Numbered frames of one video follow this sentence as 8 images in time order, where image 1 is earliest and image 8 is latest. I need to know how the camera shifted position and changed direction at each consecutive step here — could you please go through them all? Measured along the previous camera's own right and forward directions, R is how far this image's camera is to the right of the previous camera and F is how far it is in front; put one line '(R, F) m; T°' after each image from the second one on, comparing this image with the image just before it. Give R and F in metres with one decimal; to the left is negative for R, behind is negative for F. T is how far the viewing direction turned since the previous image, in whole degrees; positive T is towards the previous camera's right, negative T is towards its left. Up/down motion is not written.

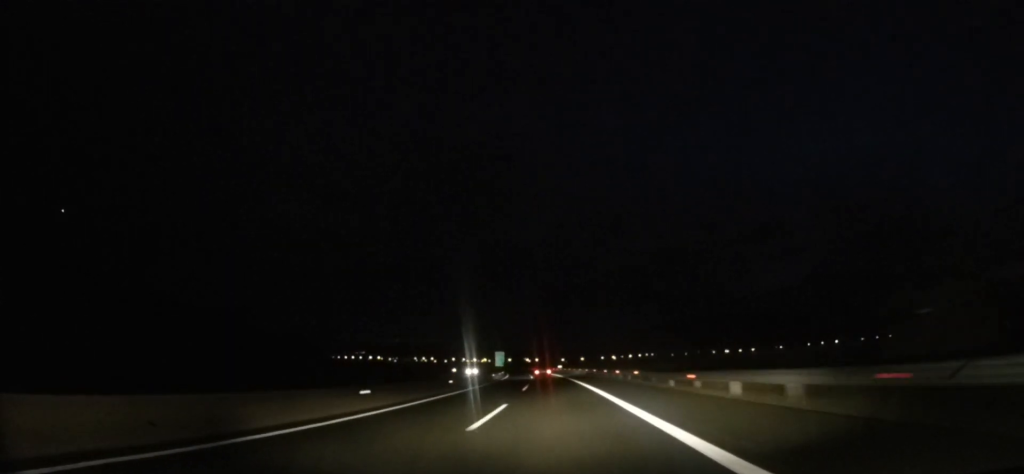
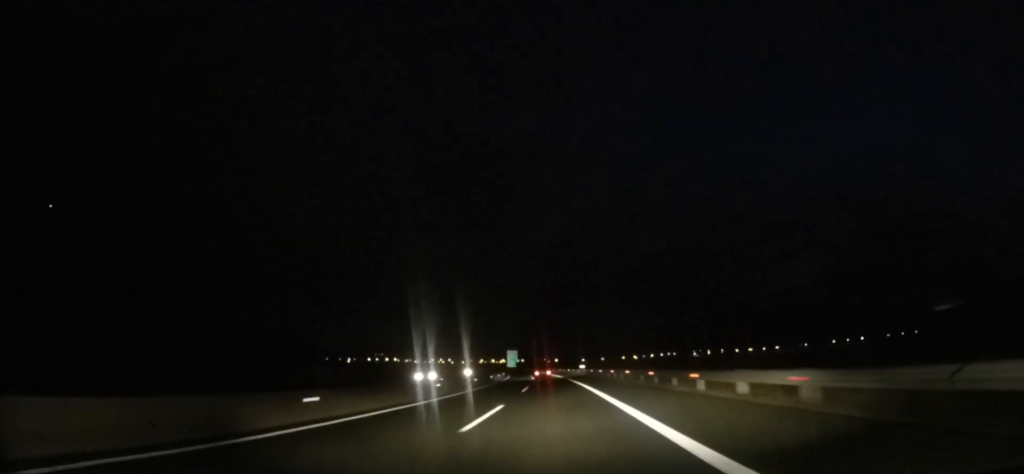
(0.0, +27.3) m; 0°
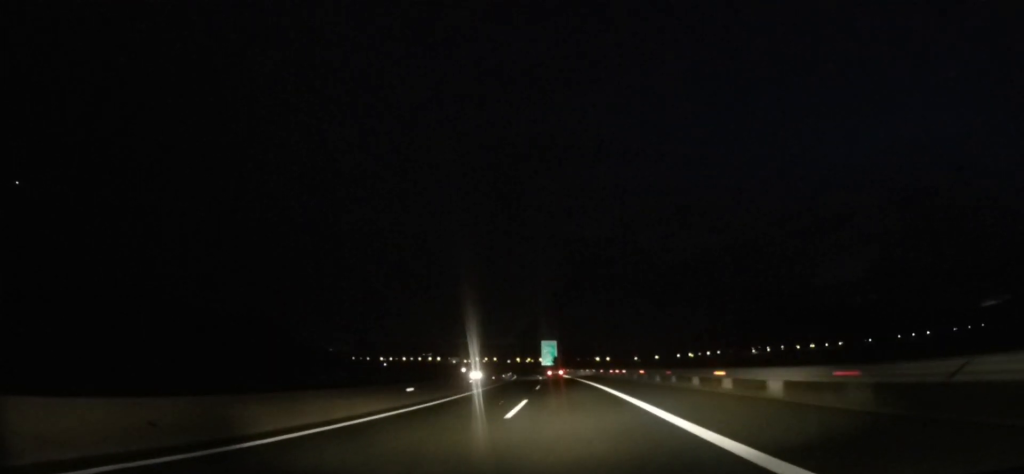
(0.0, +102.6) m; 0°
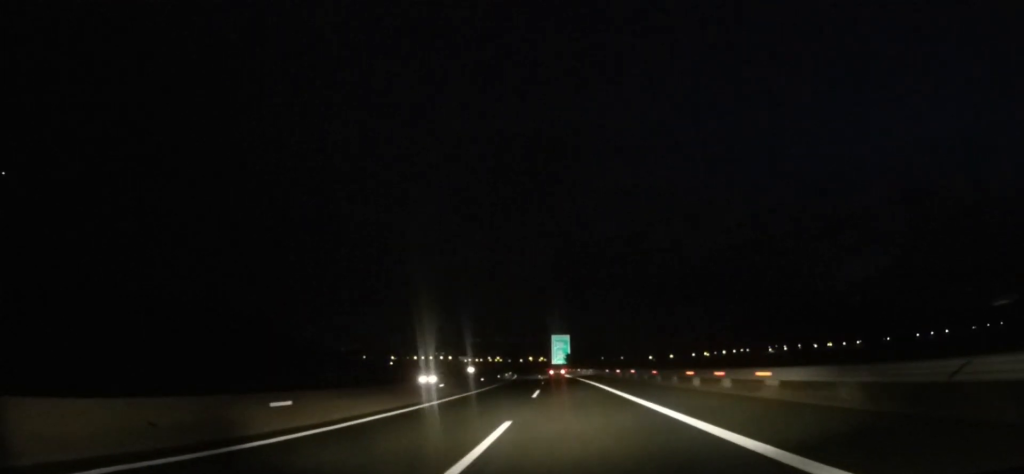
(0.0, +34.8) m; 0°
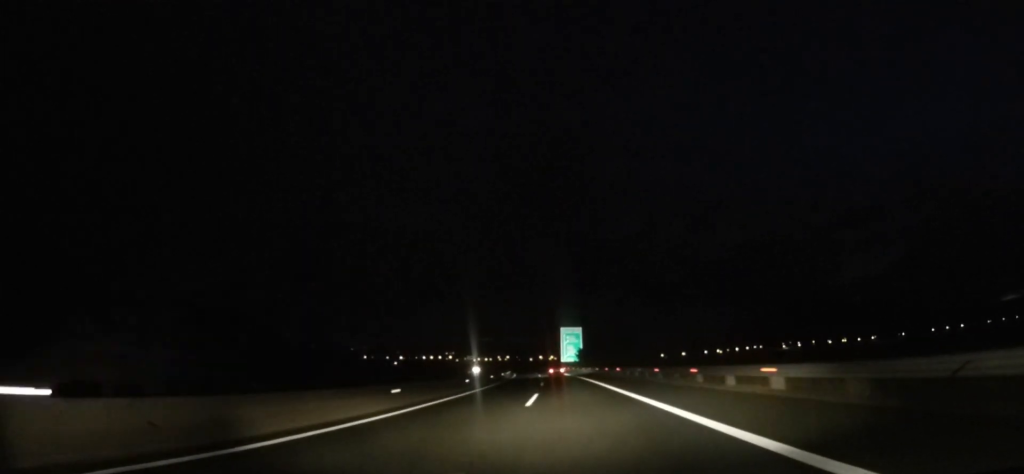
(0.0, +32.3) m; -1°
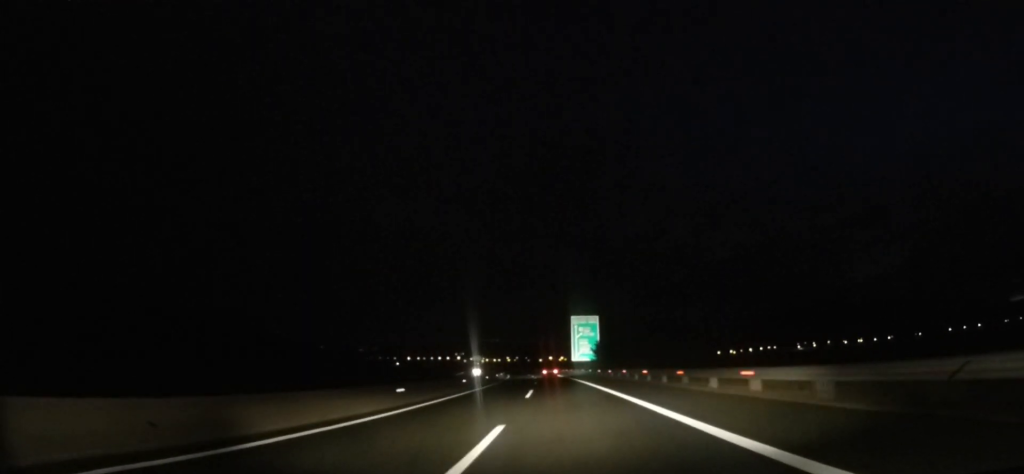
(+0.9, +42.1) m; -2°
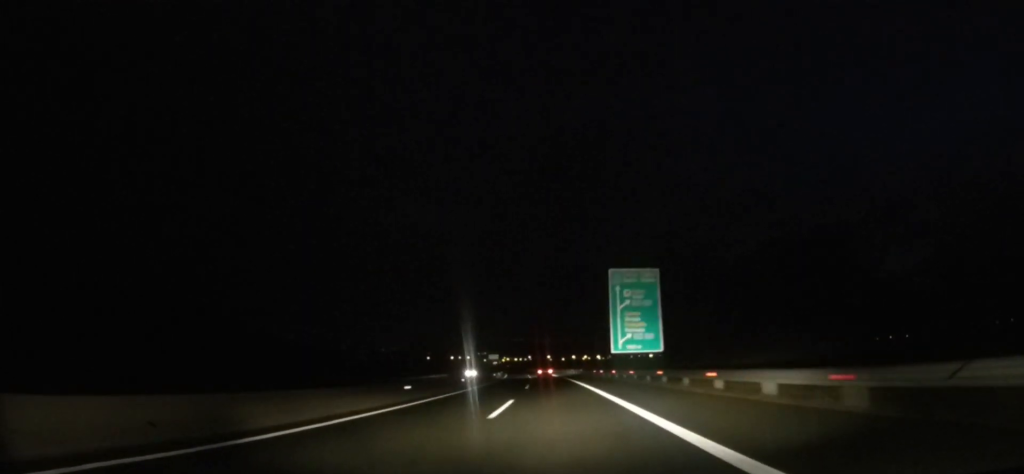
(-3.4, +56.3) m; -5°
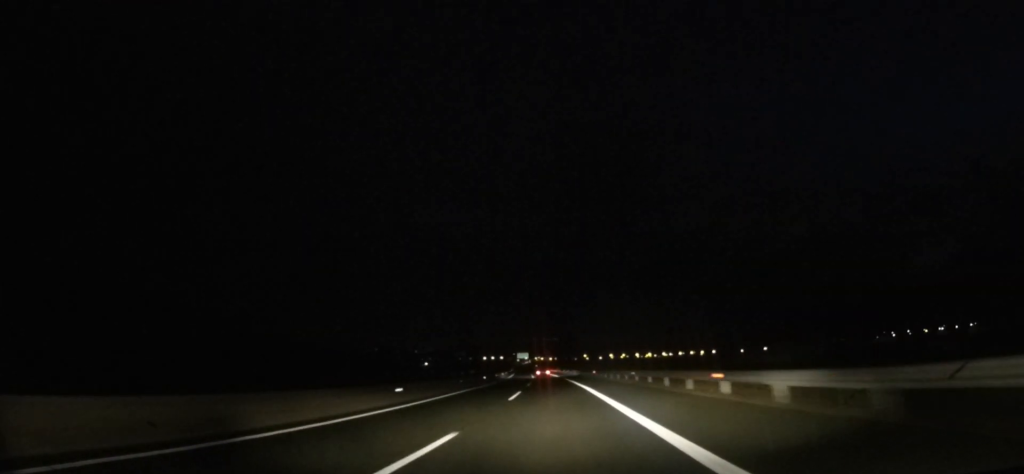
(-4.4, +75.5) m; -7°
